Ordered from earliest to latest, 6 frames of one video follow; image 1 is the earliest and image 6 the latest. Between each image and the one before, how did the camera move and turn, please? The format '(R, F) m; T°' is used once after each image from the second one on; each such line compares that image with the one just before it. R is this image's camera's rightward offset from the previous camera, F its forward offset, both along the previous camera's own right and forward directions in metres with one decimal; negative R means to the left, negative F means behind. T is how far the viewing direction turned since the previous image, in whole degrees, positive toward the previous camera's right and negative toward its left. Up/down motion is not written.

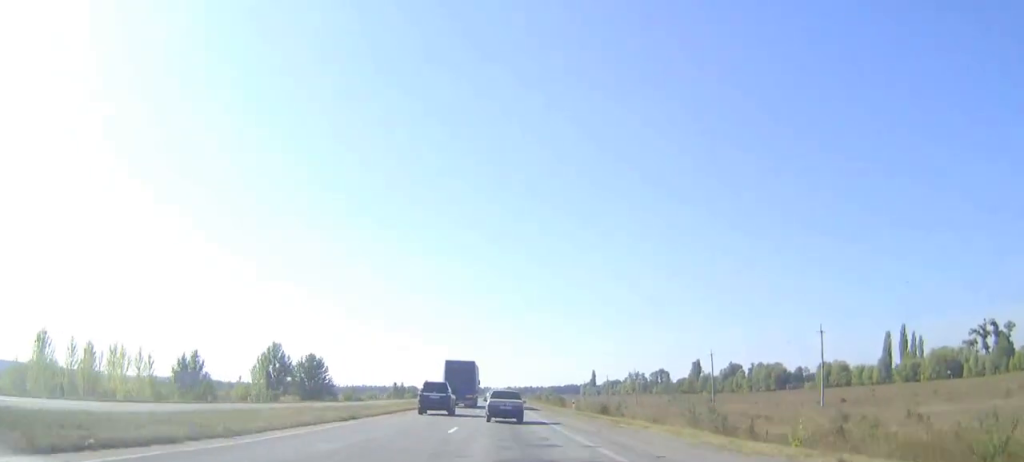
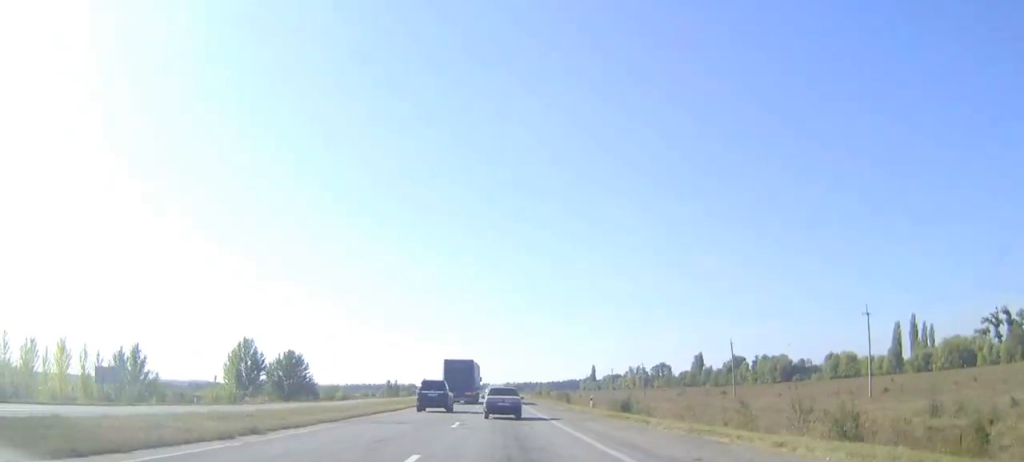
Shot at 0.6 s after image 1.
(0.0, +13.4) m; 0°
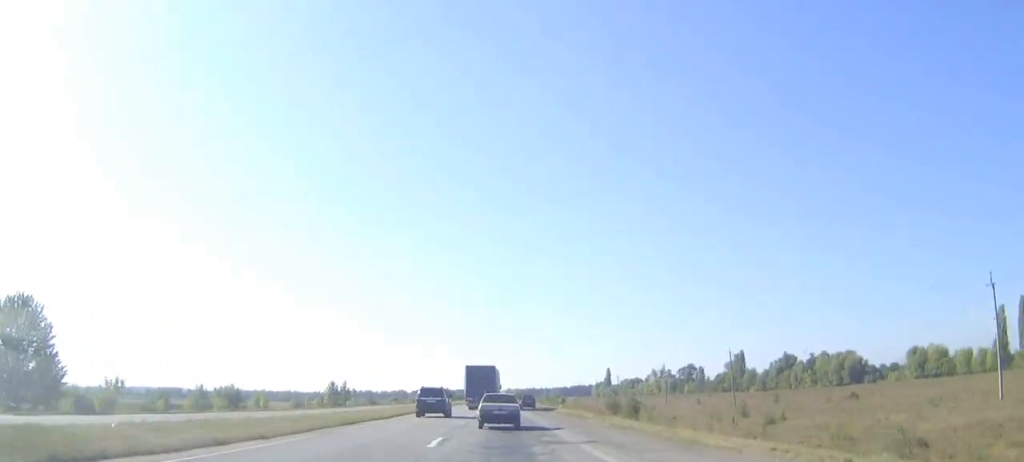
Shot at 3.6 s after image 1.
(0.0, +67.1) m; 0°
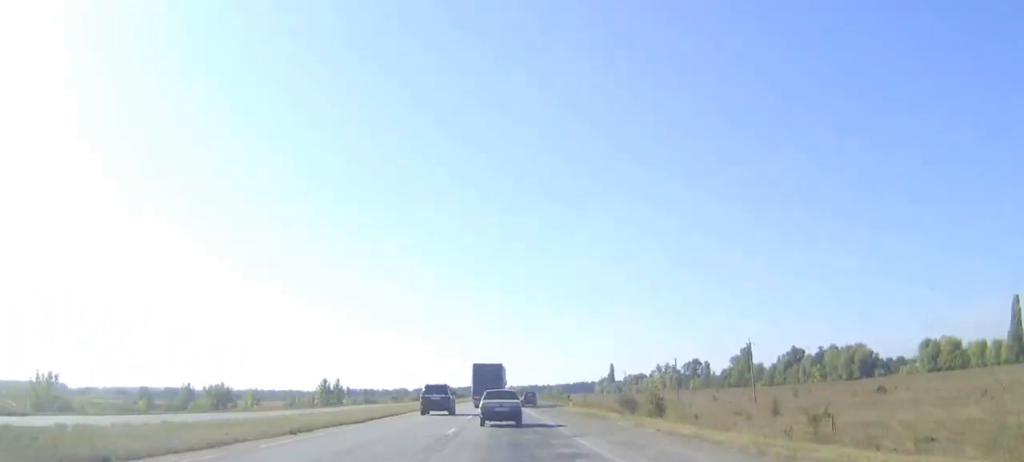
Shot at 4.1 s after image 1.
(0.0, +9.4) m; 0°
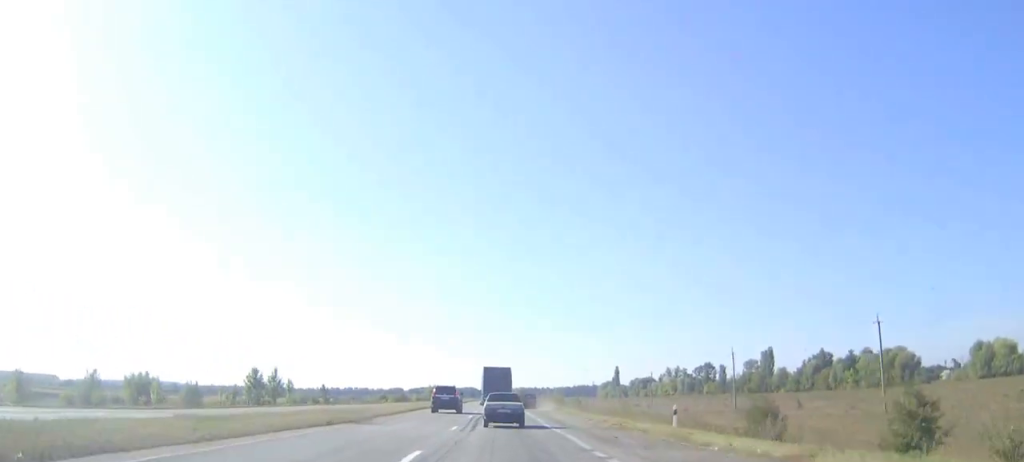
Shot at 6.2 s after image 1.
(+0.1, +43.1) m; 0°
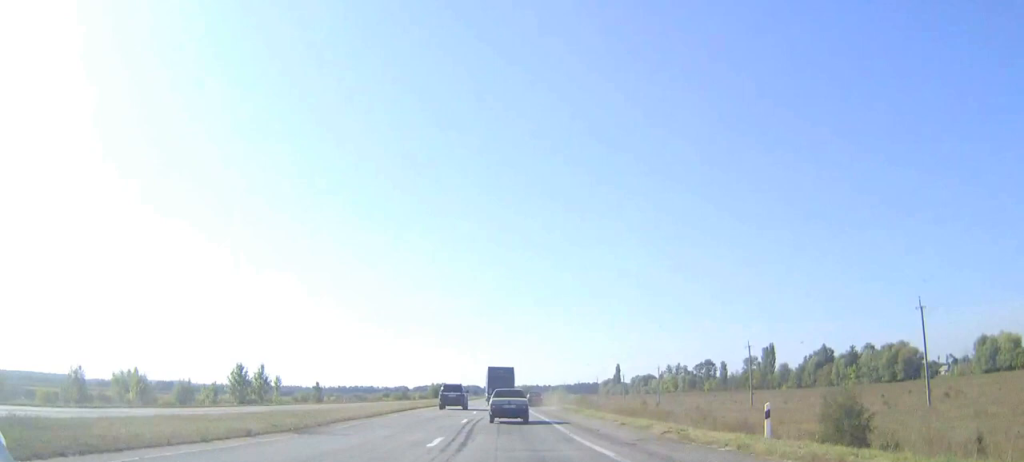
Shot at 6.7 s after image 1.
(0.0, +10.8) m; 0°
